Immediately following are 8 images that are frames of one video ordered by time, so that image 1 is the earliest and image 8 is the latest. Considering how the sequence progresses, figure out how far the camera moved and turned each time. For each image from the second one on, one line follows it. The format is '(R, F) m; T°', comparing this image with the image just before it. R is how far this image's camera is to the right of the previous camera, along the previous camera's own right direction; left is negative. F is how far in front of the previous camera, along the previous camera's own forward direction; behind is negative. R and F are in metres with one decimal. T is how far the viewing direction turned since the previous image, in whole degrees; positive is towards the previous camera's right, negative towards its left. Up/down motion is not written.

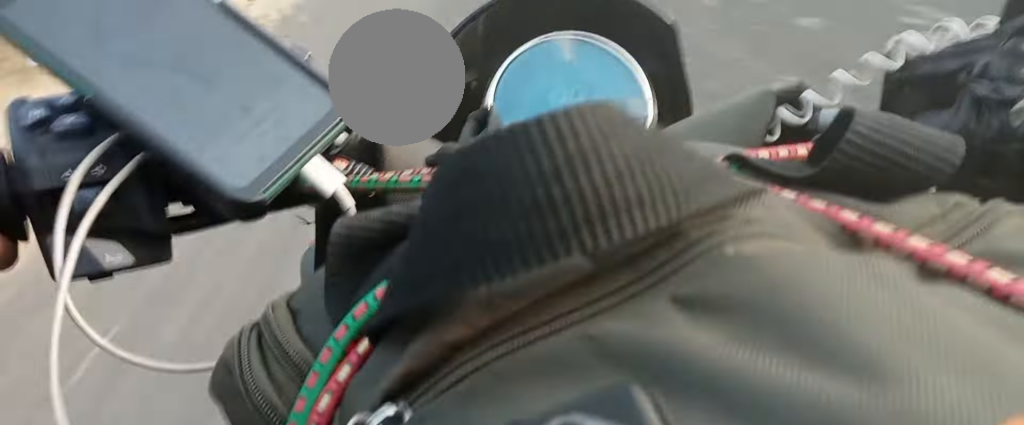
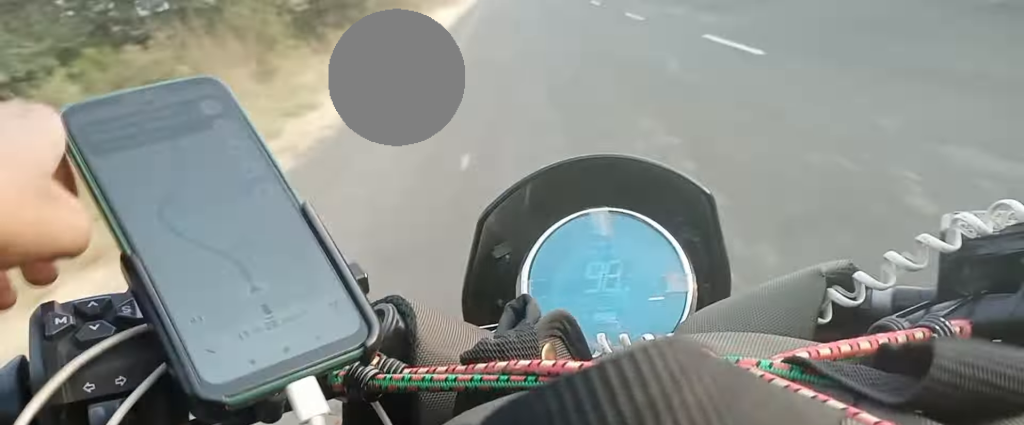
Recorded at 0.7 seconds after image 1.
(-0.1, +19.5) m; -1°
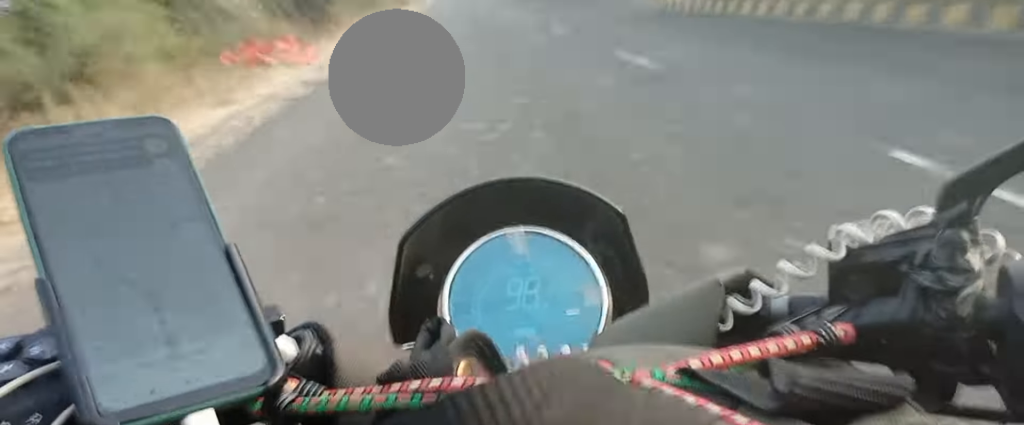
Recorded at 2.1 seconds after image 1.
(-0.3, +35.7) m; -1°
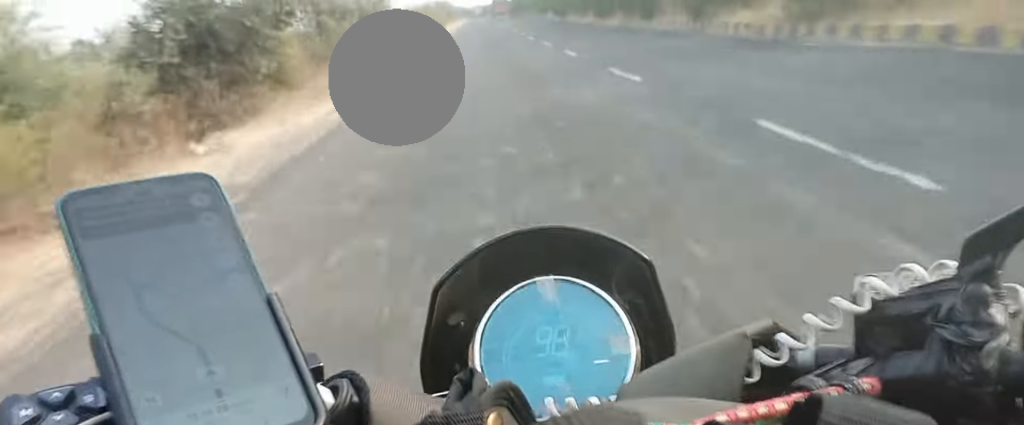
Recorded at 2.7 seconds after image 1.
(0.0, +15.2) m; 0°
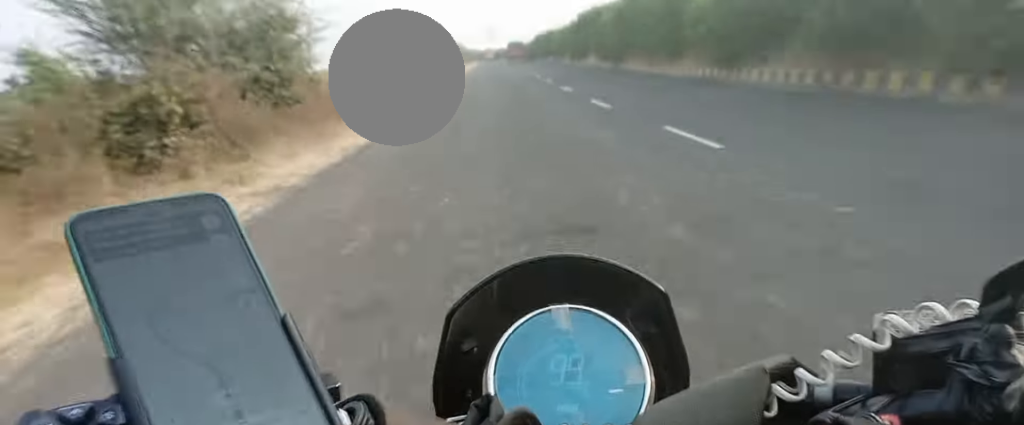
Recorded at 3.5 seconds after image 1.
(+0.1, +22.5) m; +1°
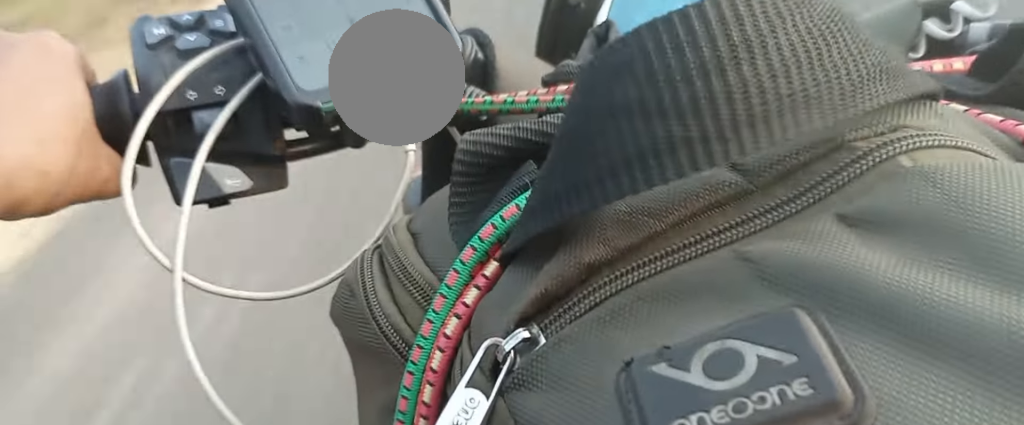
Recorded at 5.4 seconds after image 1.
(+0.6, +52.1) m; 0°
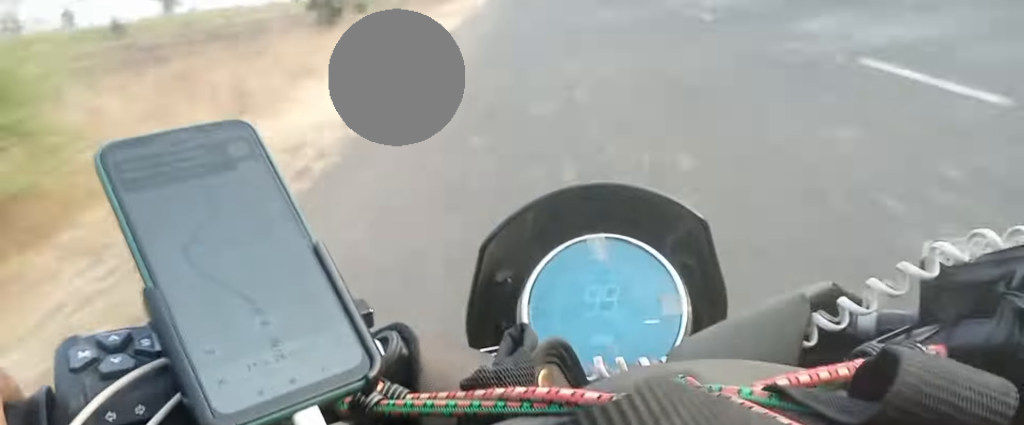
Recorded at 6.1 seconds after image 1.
(-0.2, +16.6) m; -1°
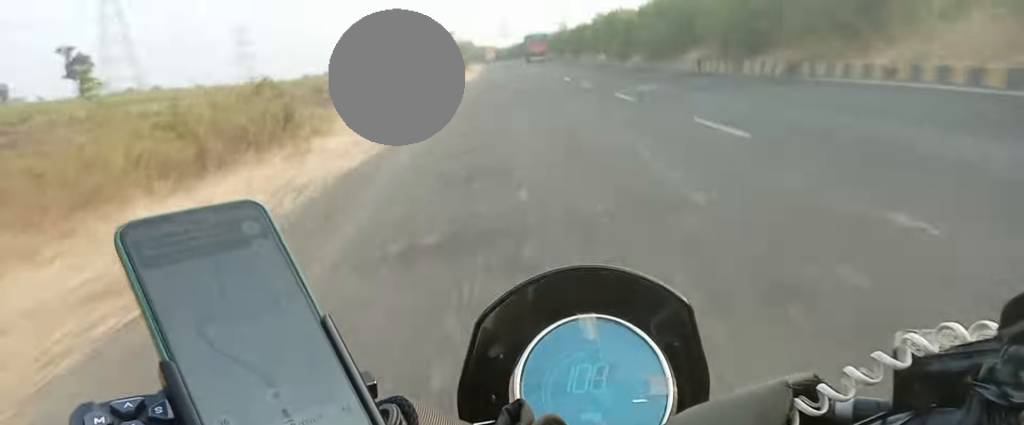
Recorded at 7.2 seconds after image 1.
(-0.1, +32.3) m; 0°
